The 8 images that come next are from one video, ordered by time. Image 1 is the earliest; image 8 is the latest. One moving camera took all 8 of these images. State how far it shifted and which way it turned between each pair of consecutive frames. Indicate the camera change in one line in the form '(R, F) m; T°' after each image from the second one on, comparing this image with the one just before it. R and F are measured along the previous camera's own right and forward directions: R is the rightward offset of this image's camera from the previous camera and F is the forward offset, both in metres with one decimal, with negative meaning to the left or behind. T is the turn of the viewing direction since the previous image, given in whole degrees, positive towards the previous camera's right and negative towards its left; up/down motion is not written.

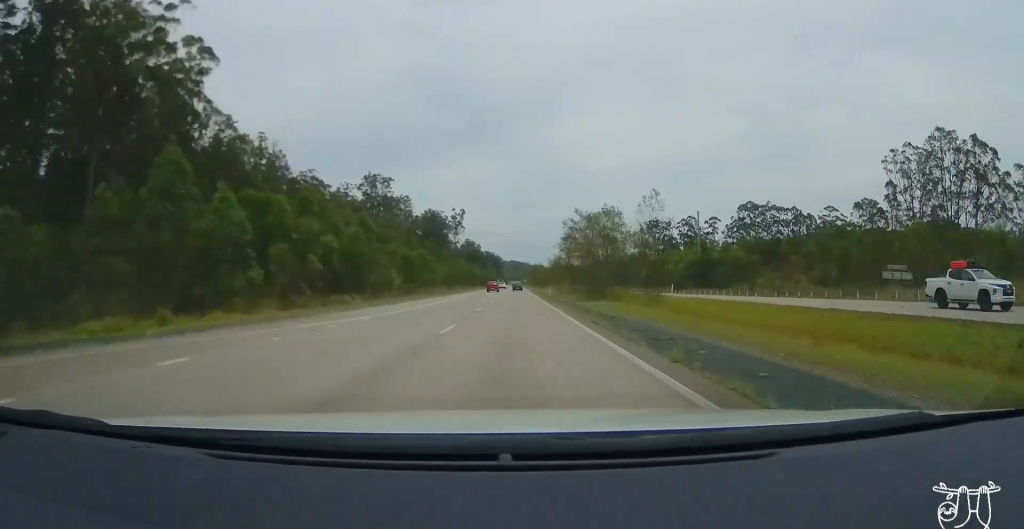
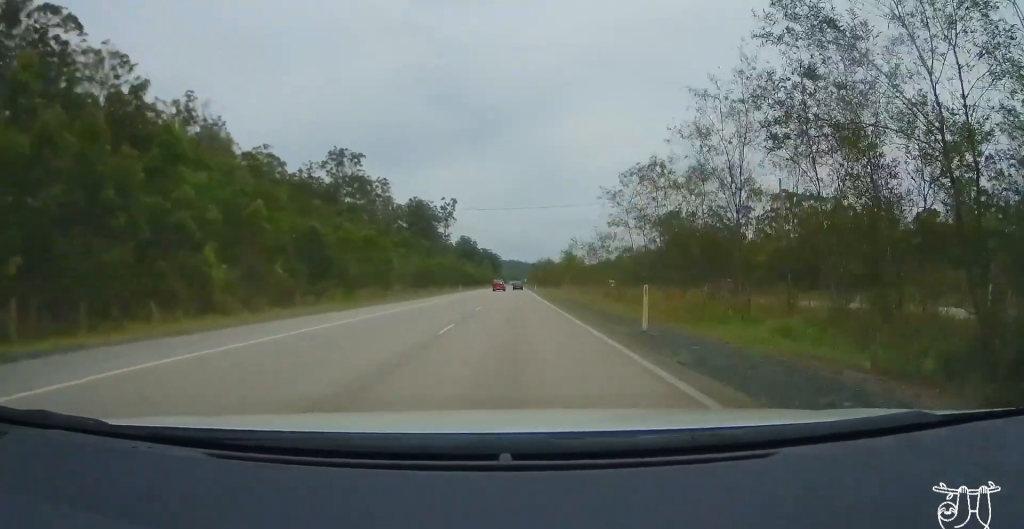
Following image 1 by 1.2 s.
(+0.2, +36.1) m; 0°
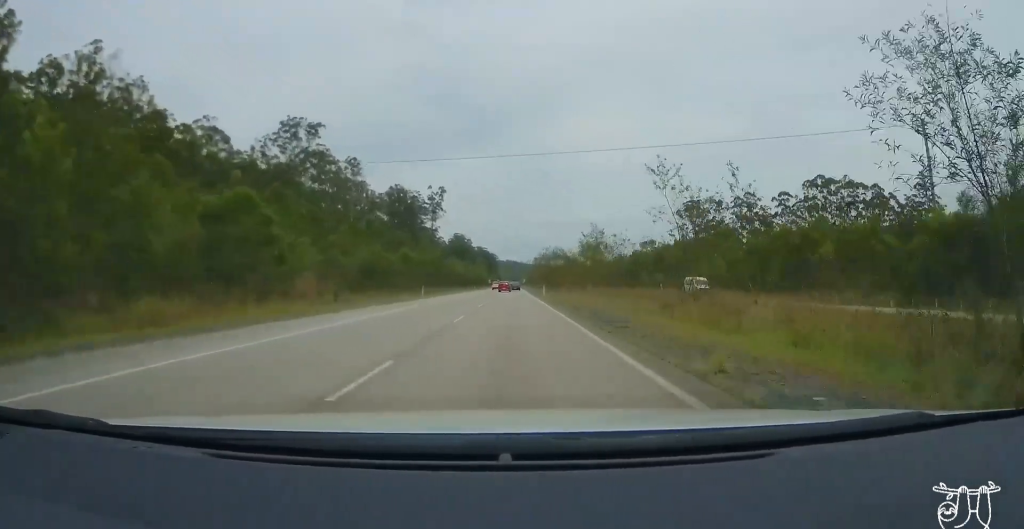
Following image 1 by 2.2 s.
(-0.4, +31.2) m; 0°
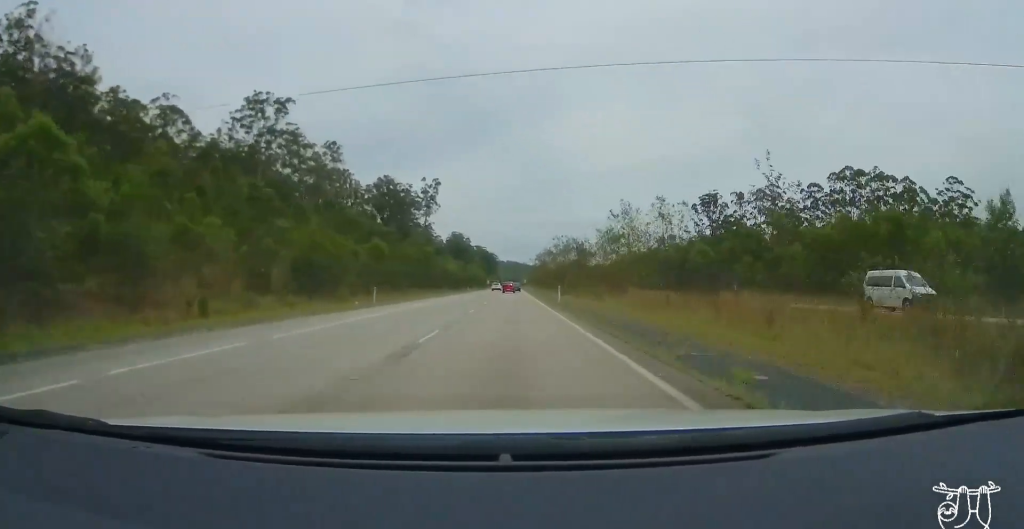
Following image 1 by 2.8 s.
(+0.2, +18.1) m; +1°
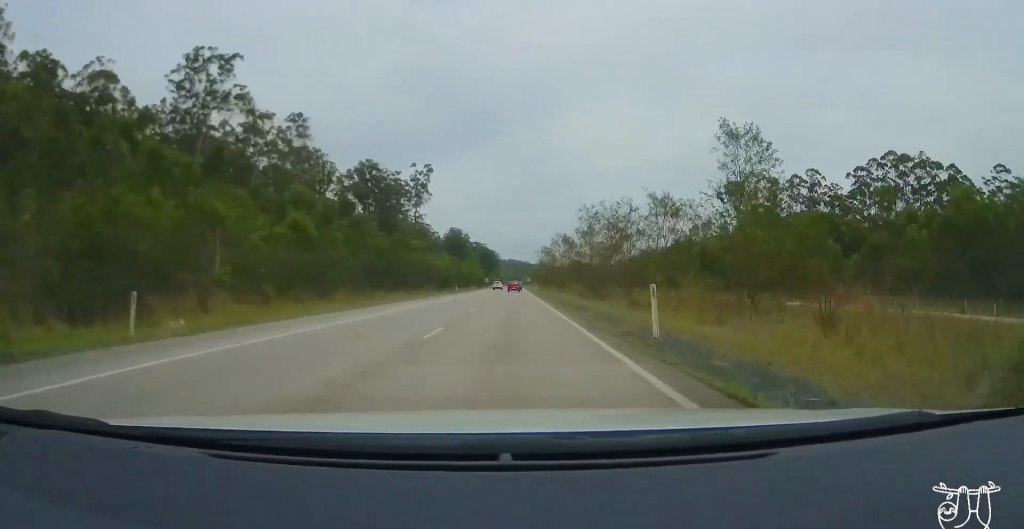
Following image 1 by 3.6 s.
(+0.2, +22.8) m; 0°
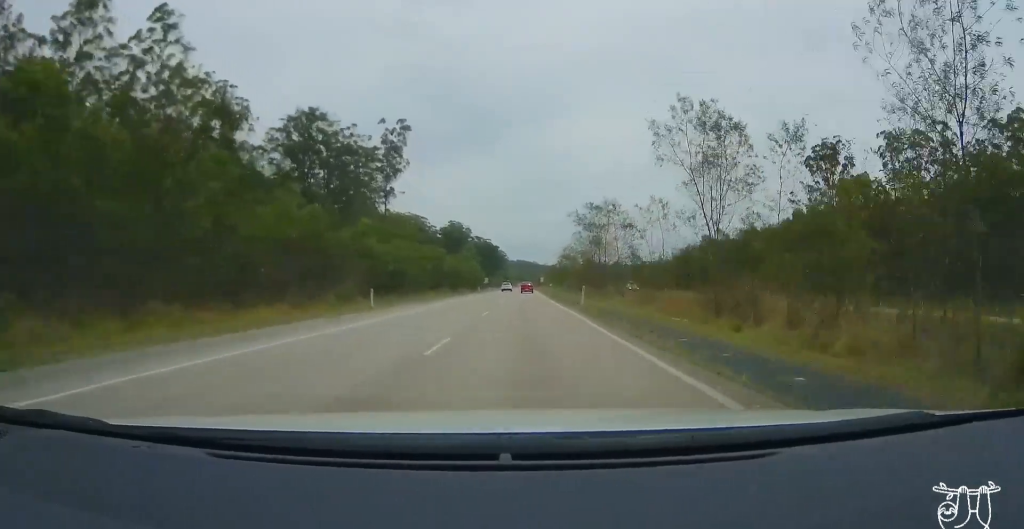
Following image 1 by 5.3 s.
(-0.6, +50.3) m; -2°
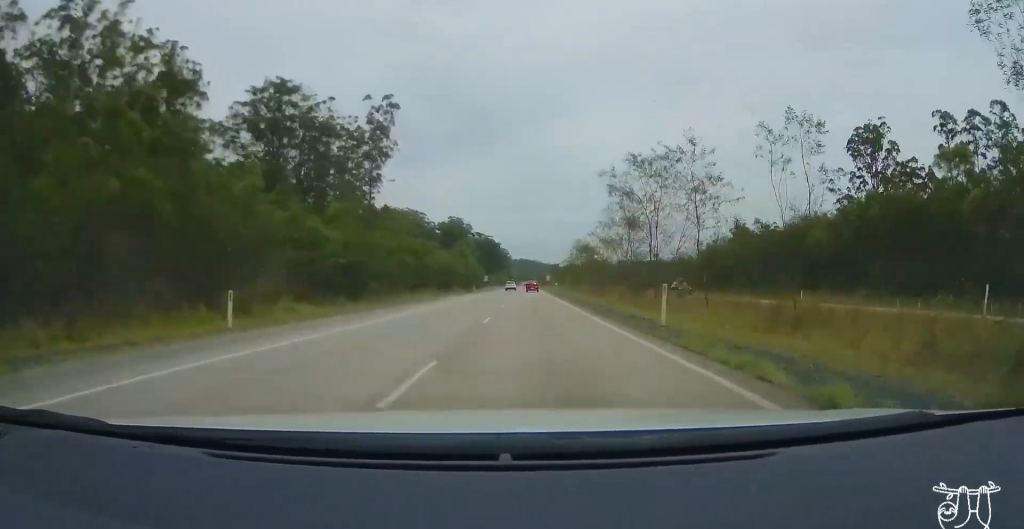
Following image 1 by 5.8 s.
(-0.1, +15.6) m; -1°
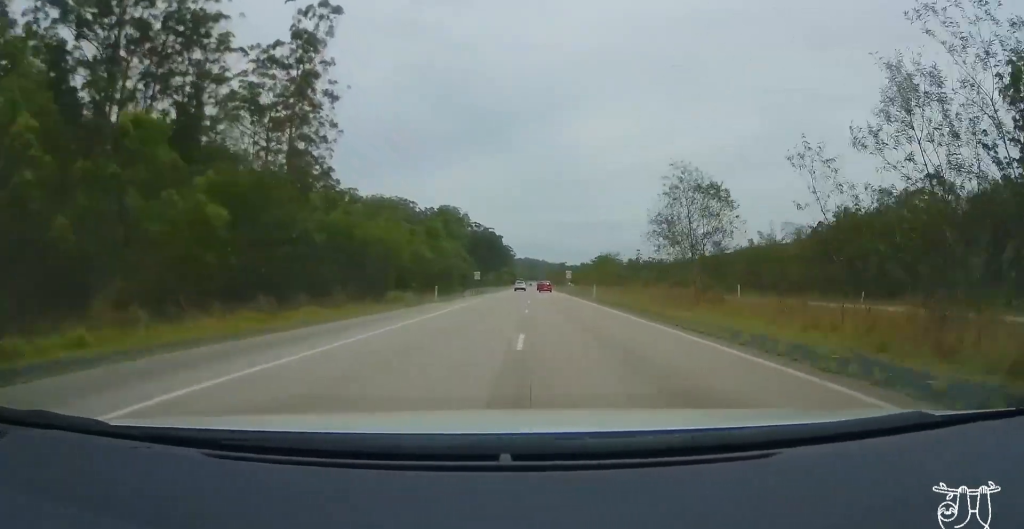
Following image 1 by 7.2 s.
(-0.4, +43.0) m; 0°
